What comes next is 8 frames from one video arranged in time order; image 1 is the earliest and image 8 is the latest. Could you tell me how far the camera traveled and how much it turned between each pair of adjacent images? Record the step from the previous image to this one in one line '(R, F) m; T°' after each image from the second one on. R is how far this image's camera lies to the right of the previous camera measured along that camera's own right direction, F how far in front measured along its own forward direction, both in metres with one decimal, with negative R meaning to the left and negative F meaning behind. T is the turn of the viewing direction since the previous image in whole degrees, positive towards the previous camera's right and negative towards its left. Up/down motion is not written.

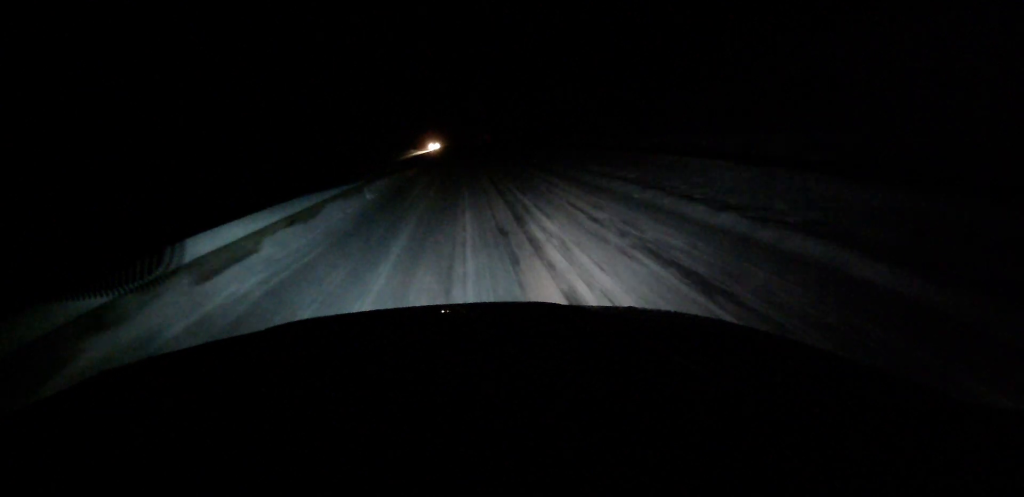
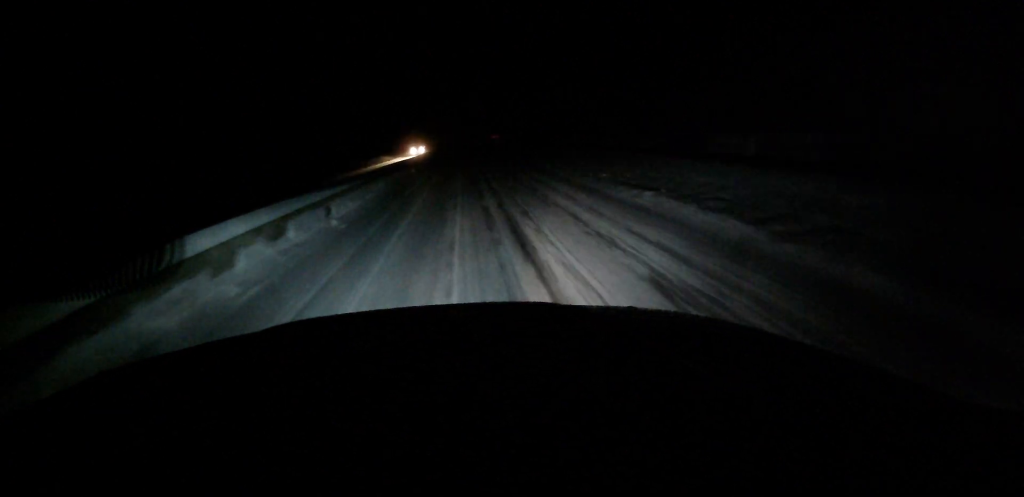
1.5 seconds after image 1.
(+0.1, +34.3) m; +1°
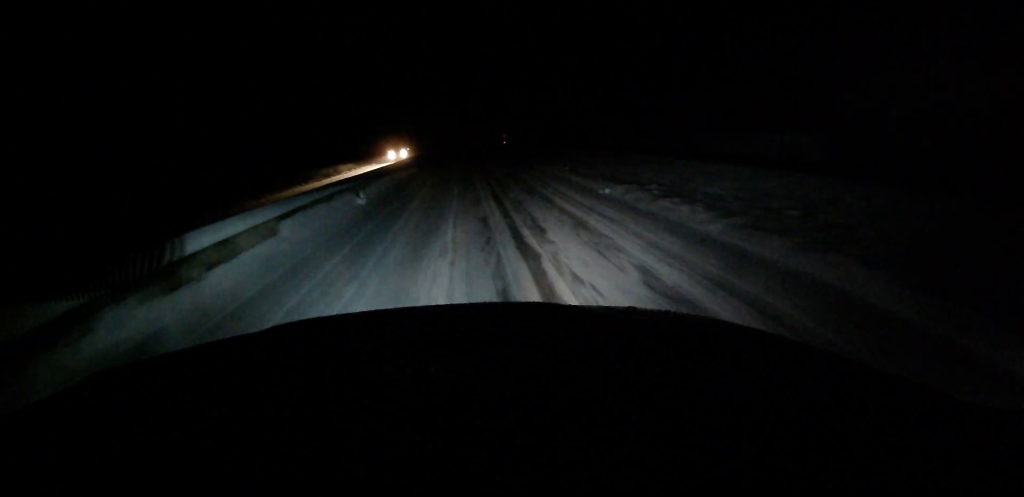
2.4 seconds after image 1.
(+0.2, +21.1) m; +1°
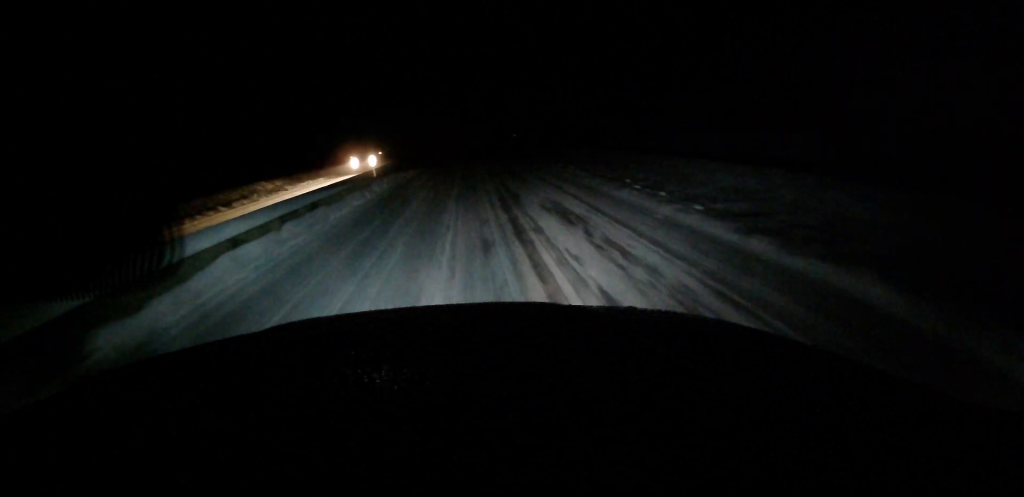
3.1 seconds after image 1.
(0.0, +16.4) m; 0°
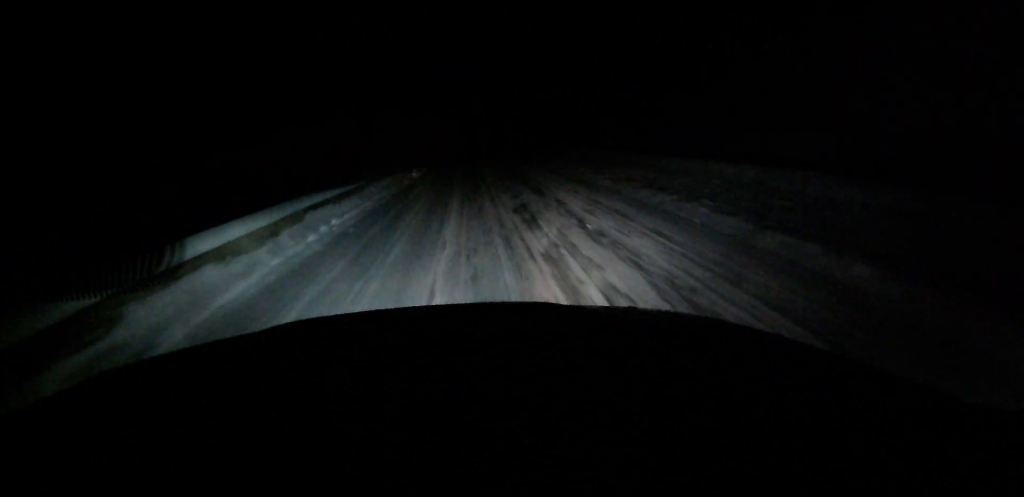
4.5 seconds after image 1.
(-0.3, +33.2) m; -1°
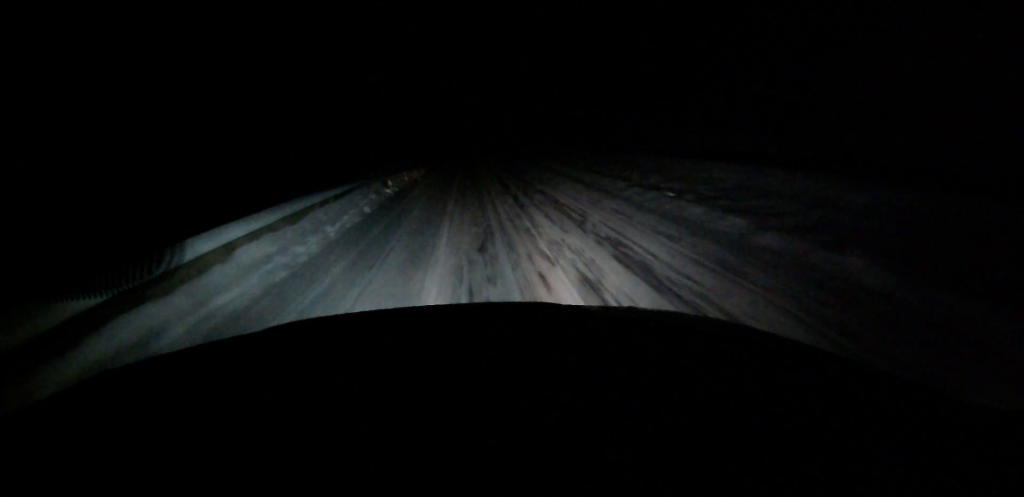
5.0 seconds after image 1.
(0.0, +12.1) m; 0°
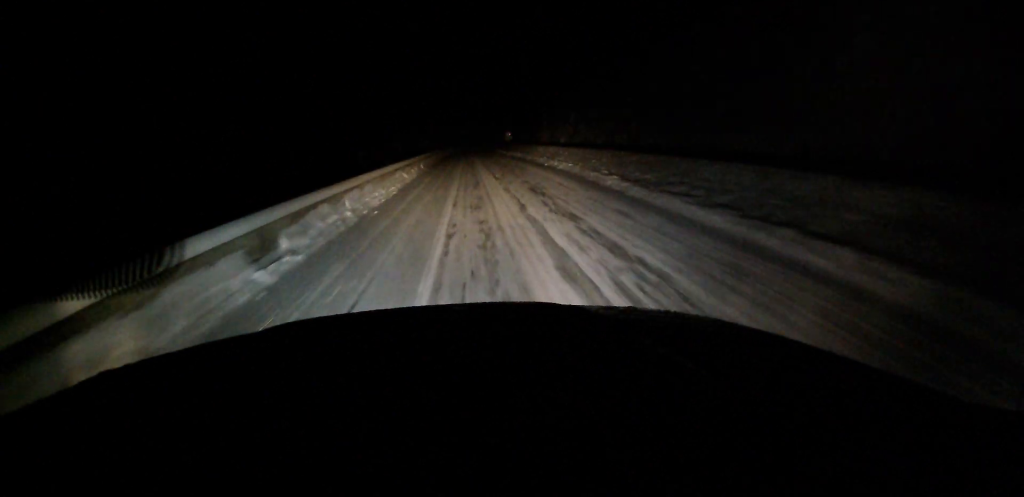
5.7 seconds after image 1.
(0.0, +15.8) m; 0°
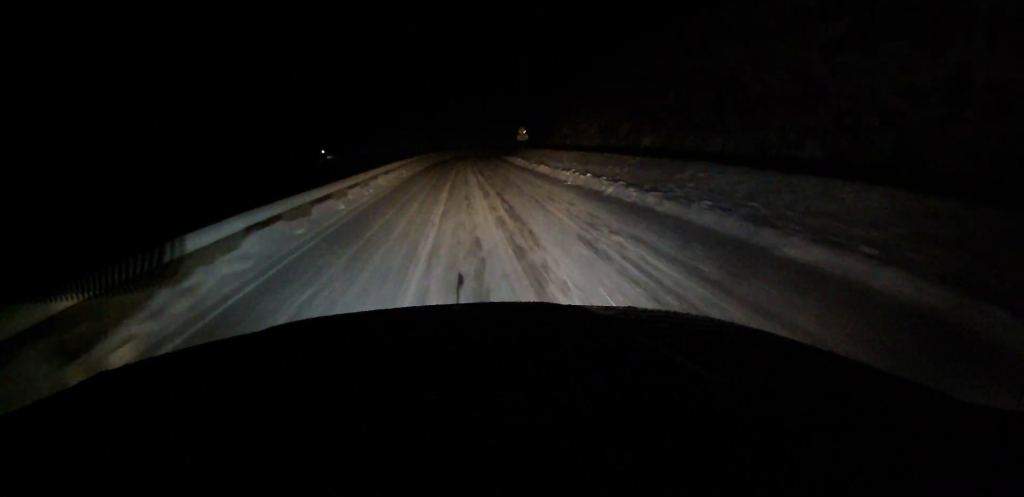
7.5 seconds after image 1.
(-0.3, +39.7) m; -1°
